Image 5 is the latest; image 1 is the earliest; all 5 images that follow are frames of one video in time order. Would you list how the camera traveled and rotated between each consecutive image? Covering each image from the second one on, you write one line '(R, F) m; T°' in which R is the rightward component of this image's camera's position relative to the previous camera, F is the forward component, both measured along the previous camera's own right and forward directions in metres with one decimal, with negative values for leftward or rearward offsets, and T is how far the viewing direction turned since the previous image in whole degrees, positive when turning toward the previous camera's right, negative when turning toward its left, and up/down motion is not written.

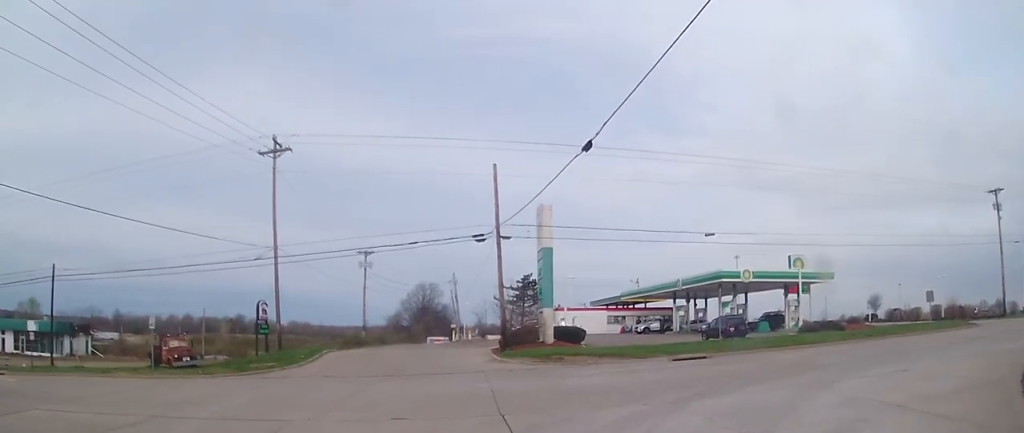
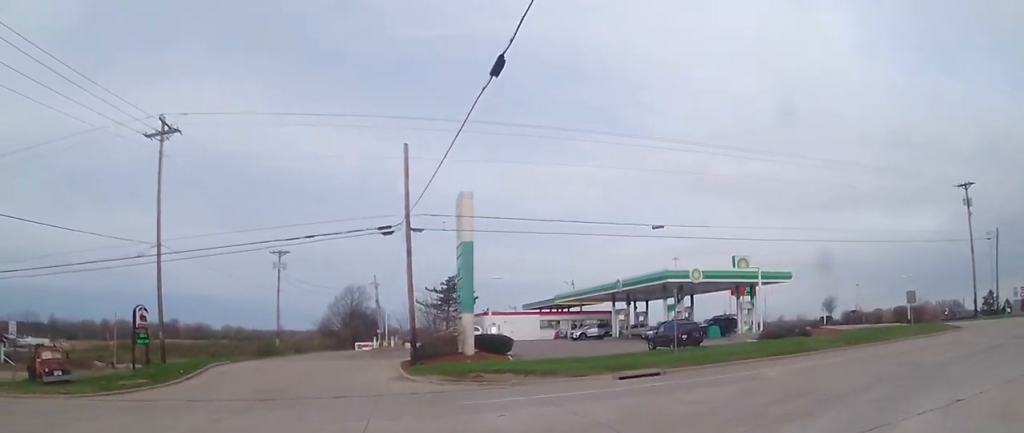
(-0.5, +8.0) m; +4°
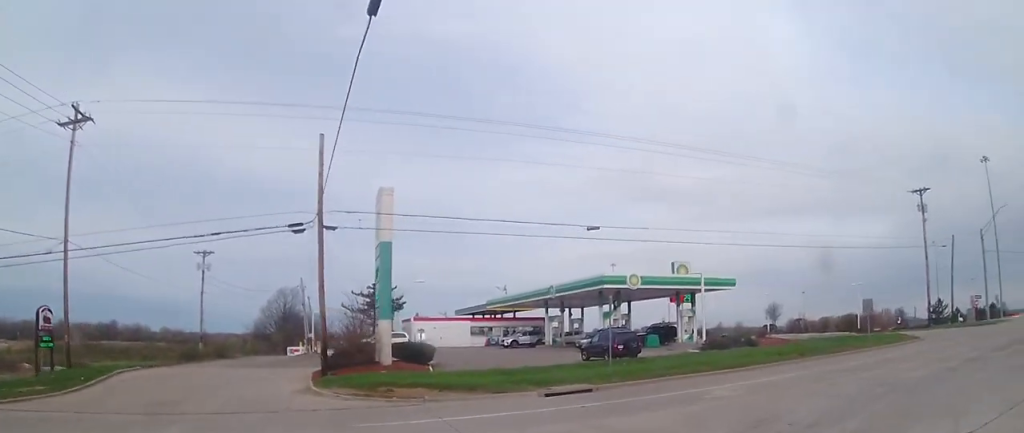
(+0.5, +1.9) m; +15°
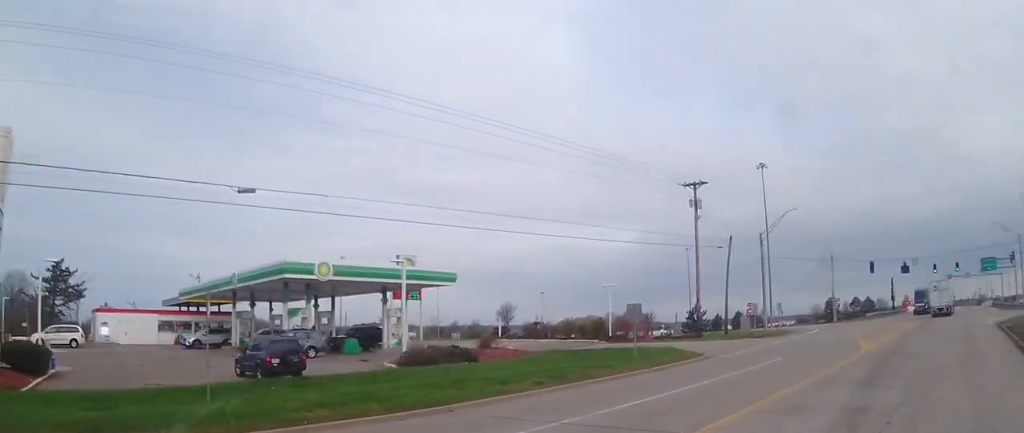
(+0.9, +8.4) m; +9°
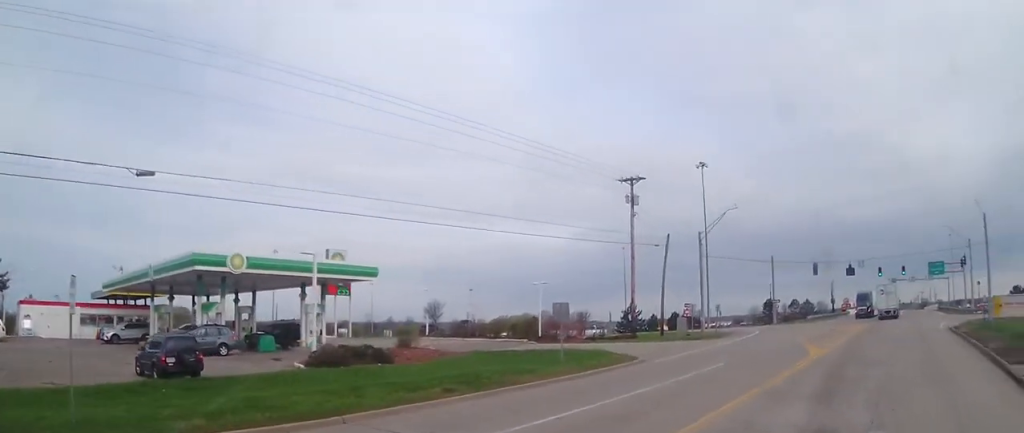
(0.0, +1.6) m; +5°
